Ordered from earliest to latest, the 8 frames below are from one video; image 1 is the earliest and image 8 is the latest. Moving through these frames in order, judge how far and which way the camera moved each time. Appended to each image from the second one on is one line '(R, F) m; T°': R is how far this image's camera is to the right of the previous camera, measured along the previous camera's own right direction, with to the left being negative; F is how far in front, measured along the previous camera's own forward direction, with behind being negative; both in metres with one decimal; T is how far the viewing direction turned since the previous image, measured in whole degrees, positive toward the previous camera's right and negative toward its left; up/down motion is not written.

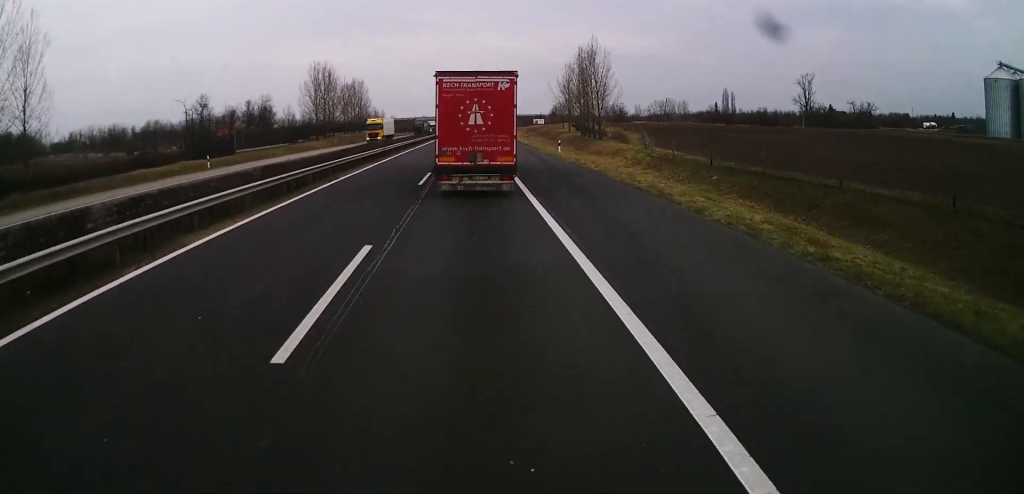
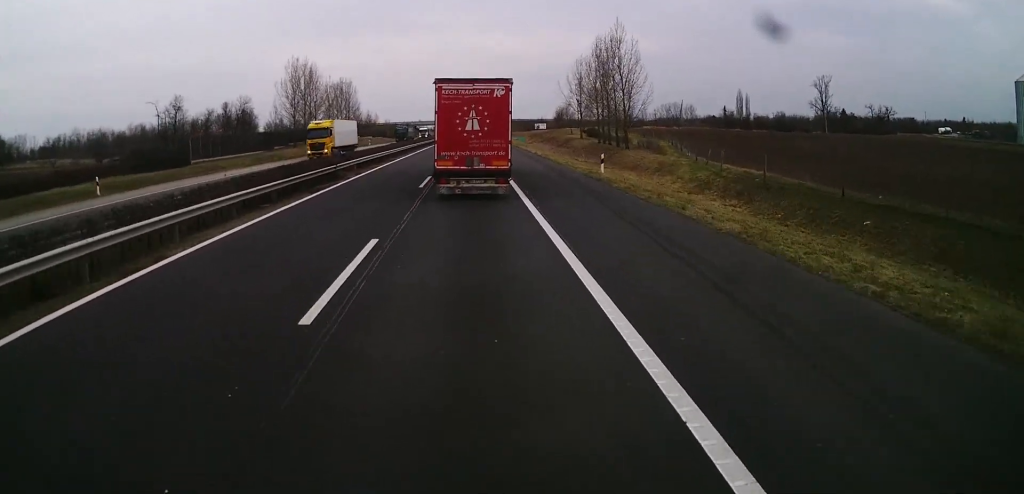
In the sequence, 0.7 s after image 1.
(0.0, +16.9) m; 0°
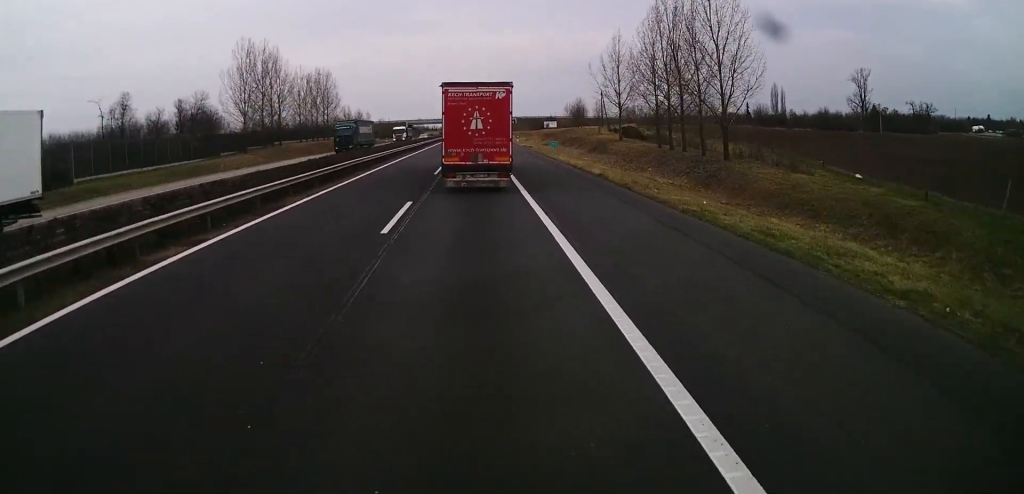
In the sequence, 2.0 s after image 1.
(0.0, +29.8) m; 0°
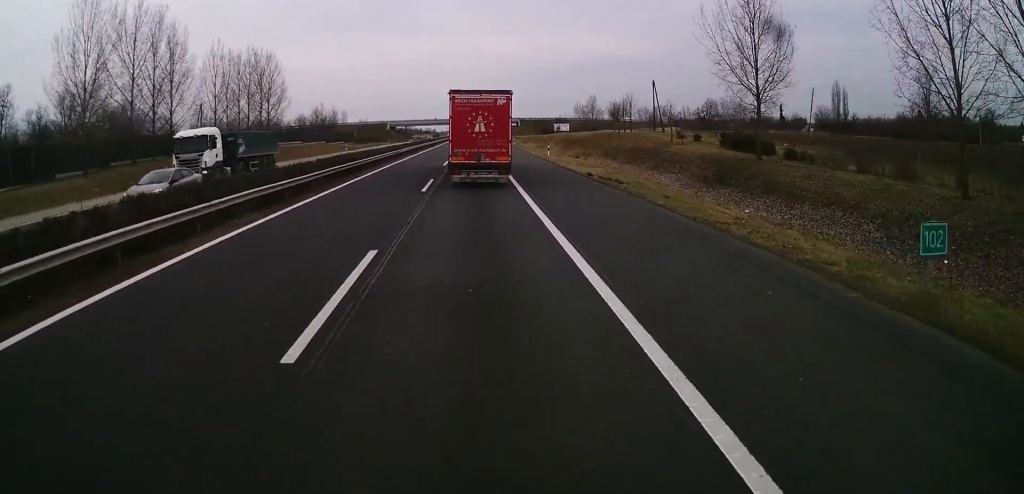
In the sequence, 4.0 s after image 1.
(-0.1, +44.4) m; 0°
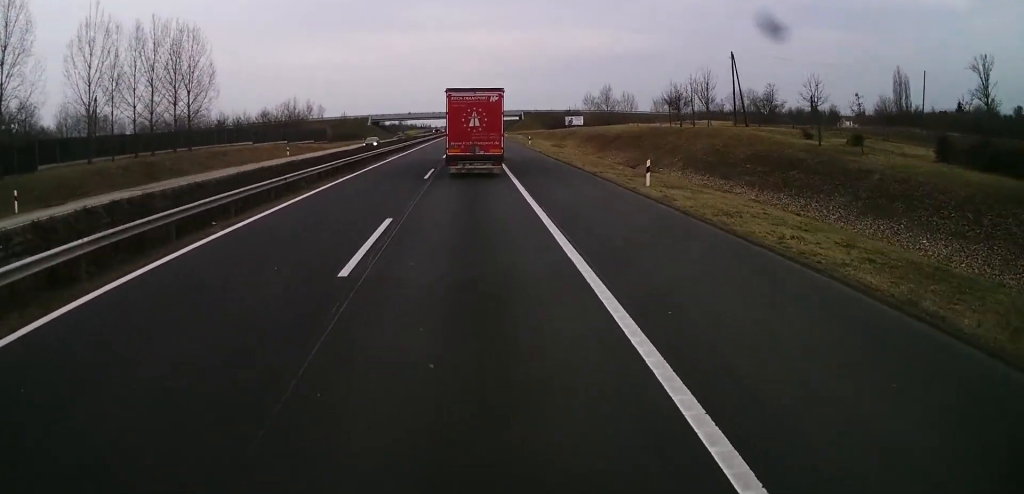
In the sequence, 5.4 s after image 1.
(+0.5, +33.0) m; +1°
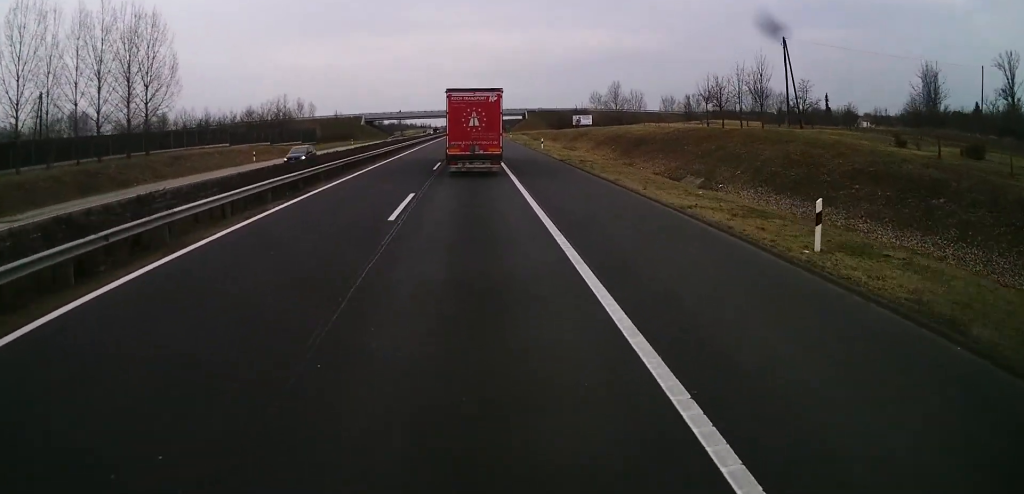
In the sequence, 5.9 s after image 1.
(-0.1, +12.3) m; 0°
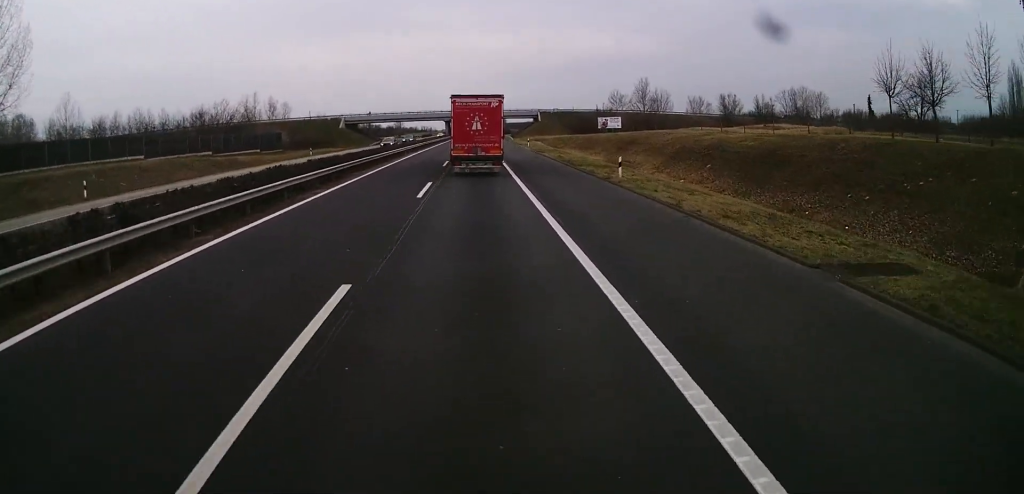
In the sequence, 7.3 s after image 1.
(-0.1, +30.6) m; +1°
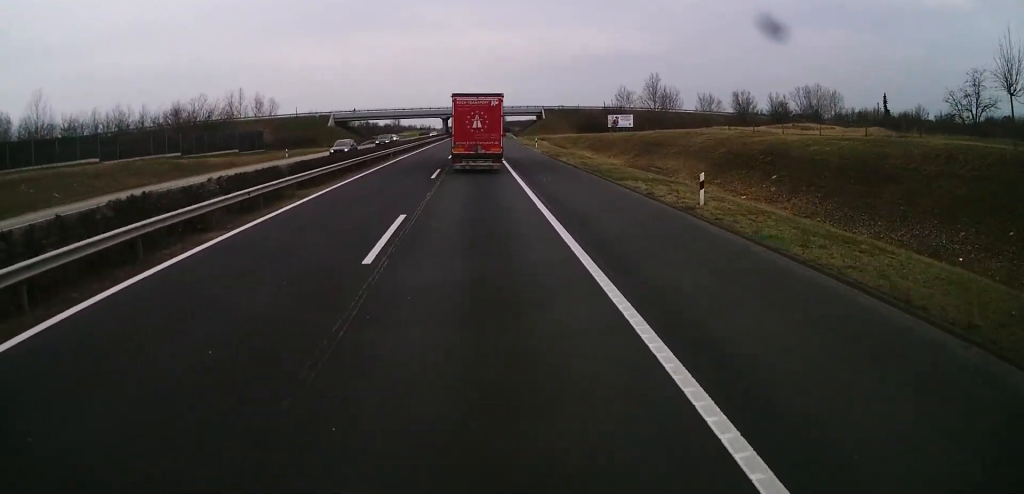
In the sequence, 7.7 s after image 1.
(+0.1, +10.8) m; 0°
